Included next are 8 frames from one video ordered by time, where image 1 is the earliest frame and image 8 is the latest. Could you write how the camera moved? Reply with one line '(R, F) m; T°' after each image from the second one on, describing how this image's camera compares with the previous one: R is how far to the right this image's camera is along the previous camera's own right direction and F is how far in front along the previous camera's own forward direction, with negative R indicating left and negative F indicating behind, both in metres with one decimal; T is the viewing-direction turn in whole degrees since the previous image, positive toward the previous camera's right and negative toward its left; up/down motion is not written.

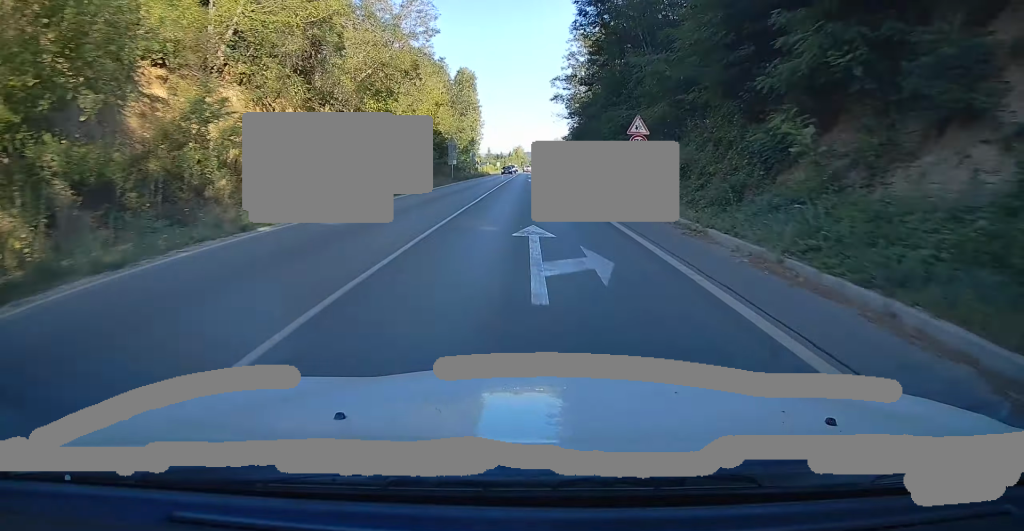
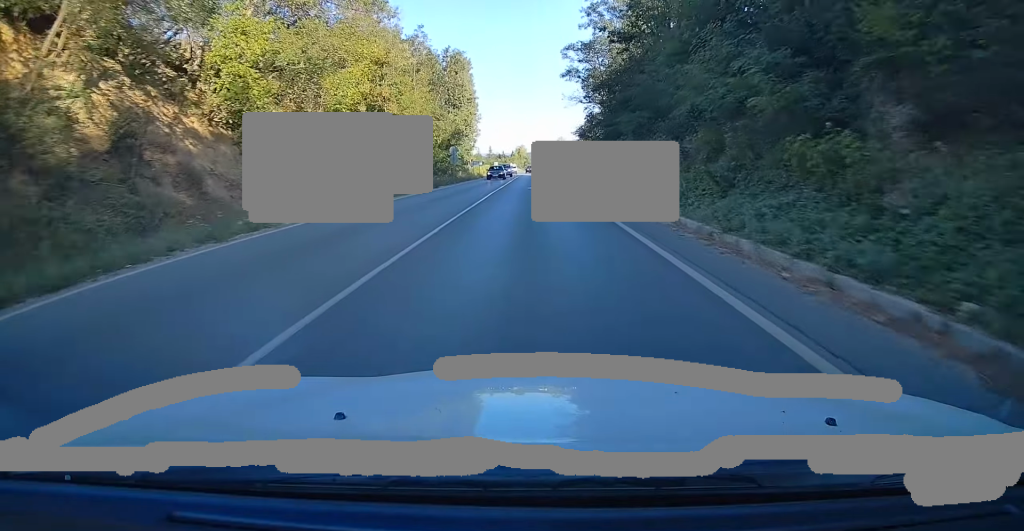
(-0.2, +22.0) m; +1°
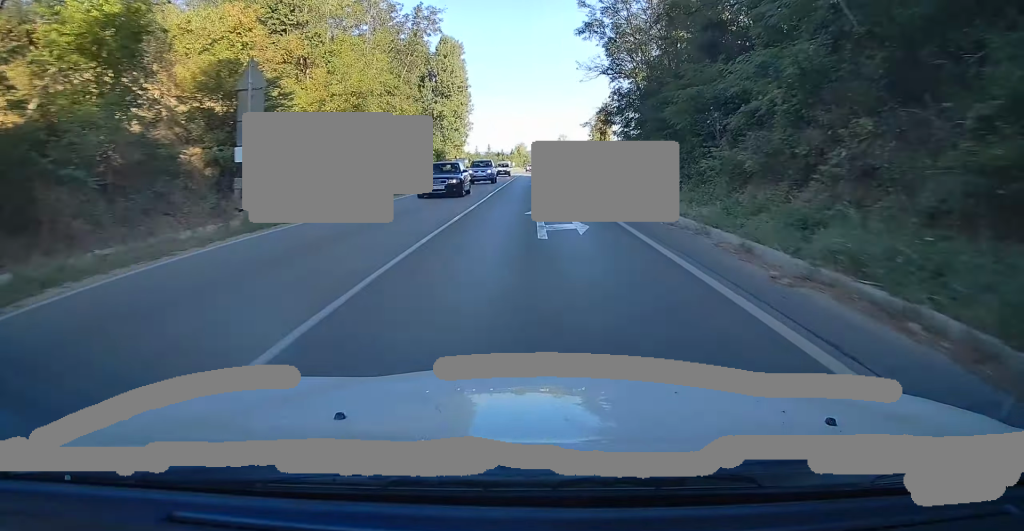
(+0.3, +20.0) m; +1°
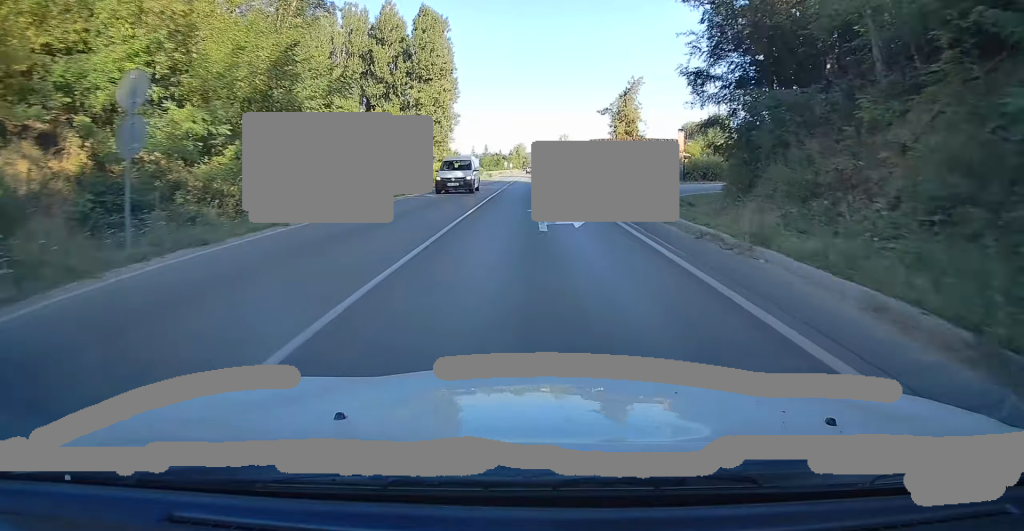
(-0.2, +25.4) m; -1°
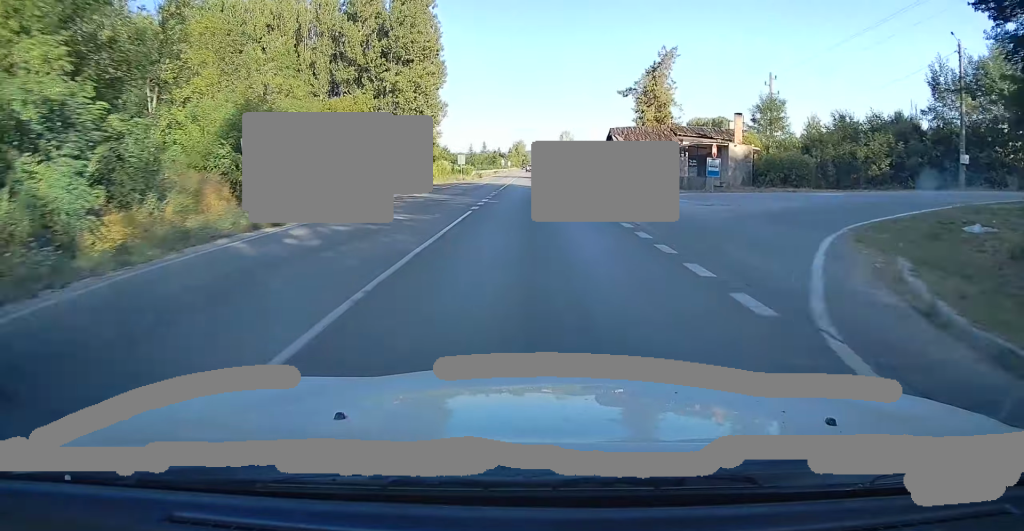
(+0.1, +16.8) m; 0°
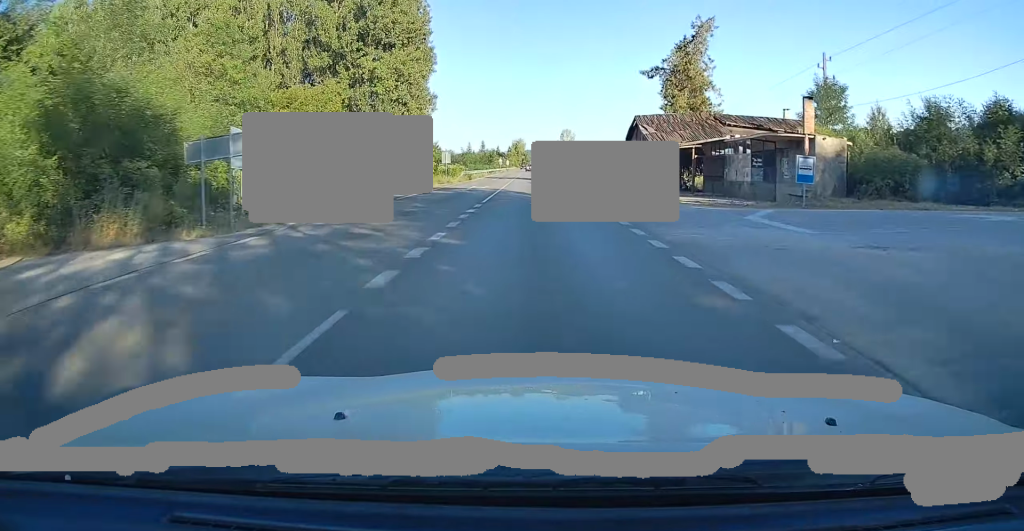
(0.0, +11.5) m; 0°
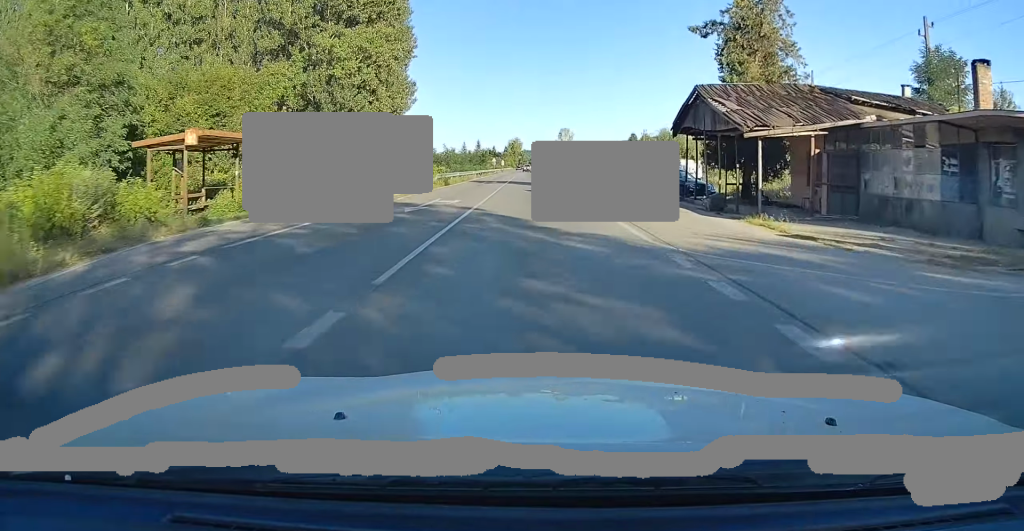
(-0.3, +14.2) m; 0°
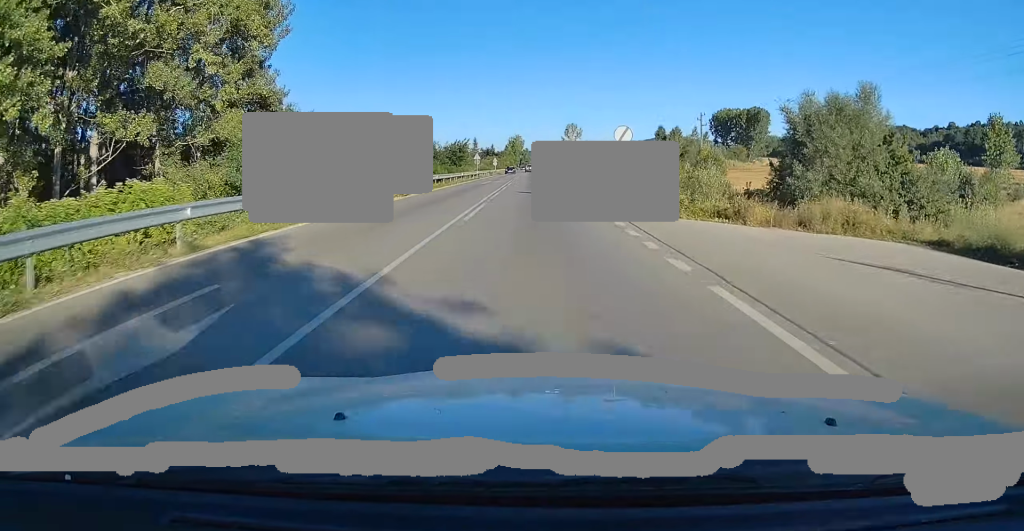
(+0.7, +45.1) m; 0°
